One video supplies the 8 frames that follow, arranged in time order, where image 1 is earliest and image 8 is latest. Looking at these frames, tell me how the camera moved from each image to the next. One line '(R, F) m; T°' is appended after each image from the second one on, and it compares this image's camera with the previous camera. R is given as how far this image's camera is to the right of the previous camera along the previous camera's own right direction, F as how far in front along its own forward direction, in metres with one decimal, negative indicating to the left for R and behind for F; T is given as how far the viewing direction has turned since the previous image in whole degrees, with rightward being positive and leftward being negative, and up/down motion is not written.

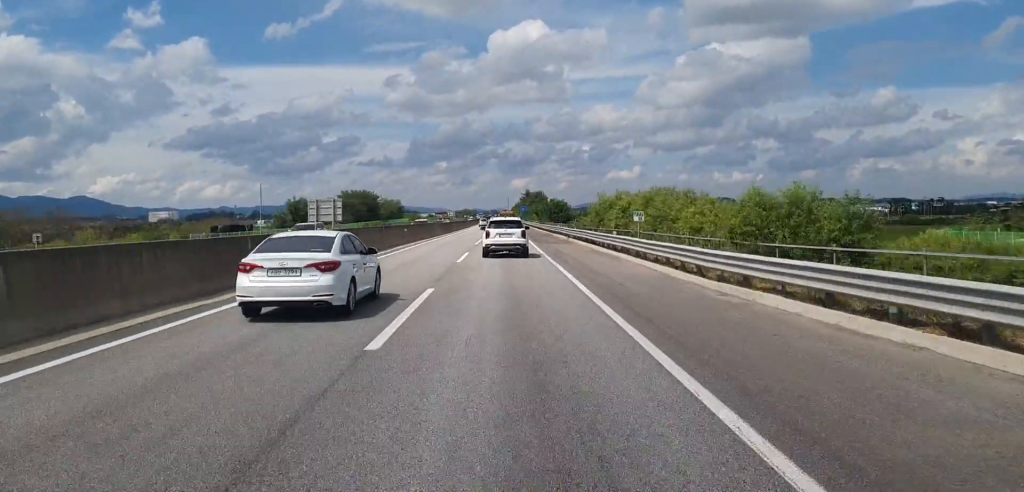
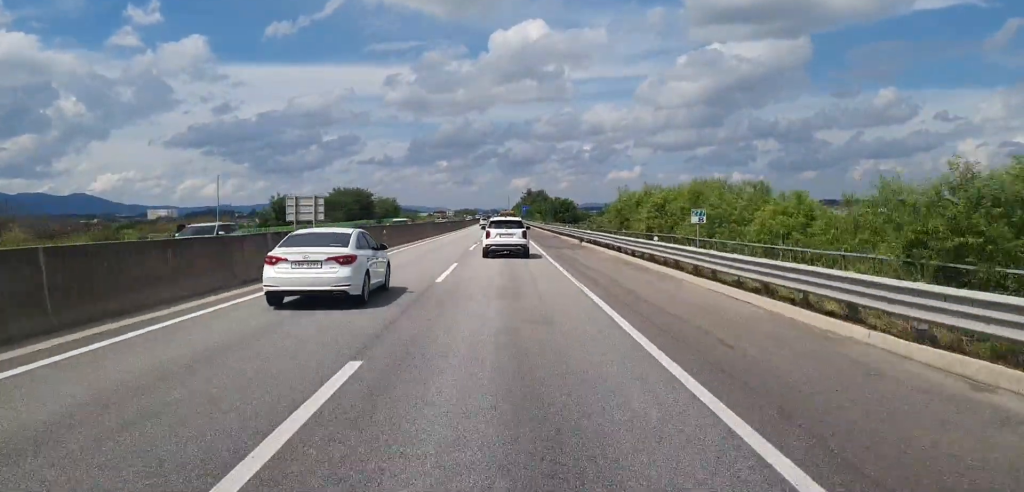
(-0.1, +9.5) m; 0°
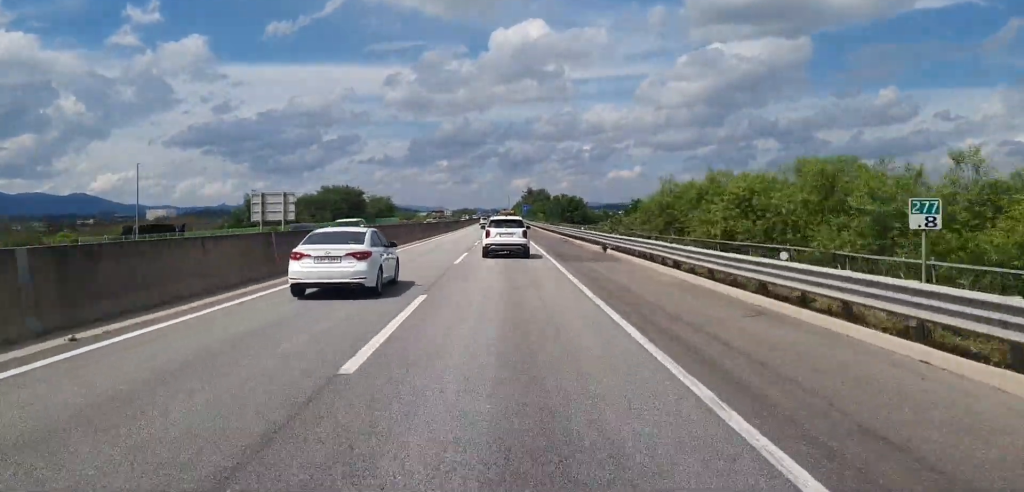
(0.0, +11.9) m; 0°
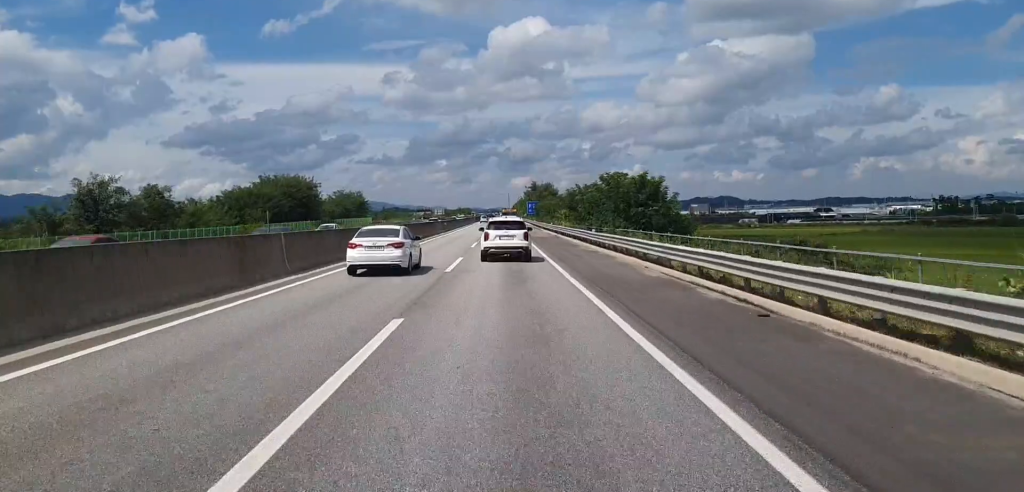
(0.0, +43.3) m; +1°
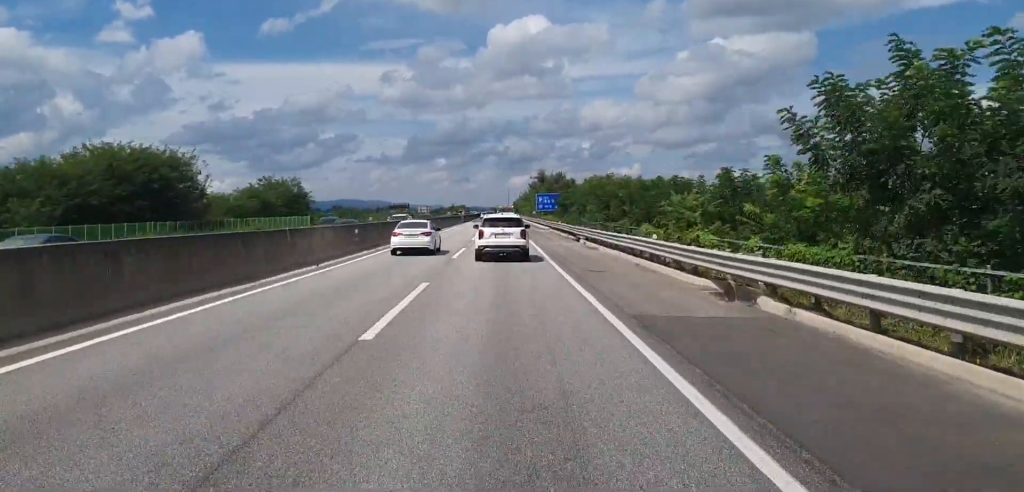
(-0.1, +54.3) m; -1°
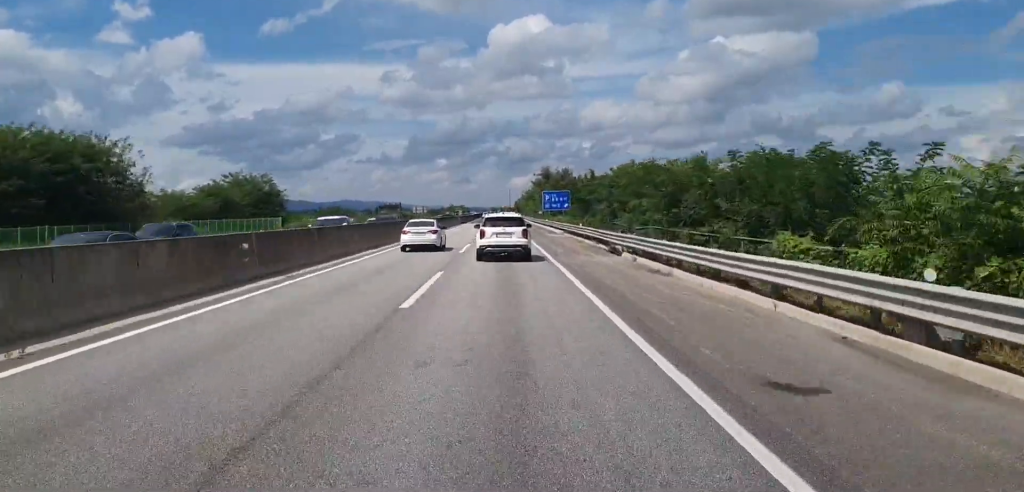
(0.0, +16.1) m; 0°
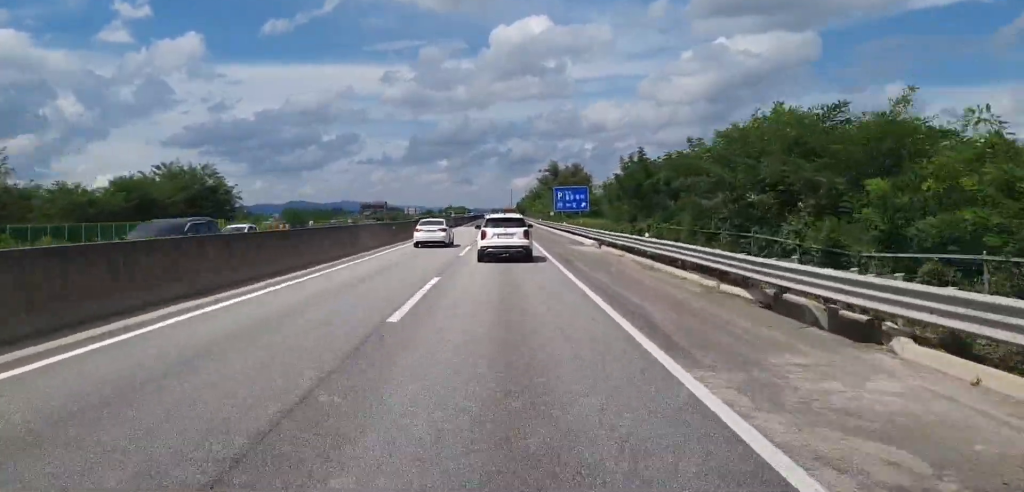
(-0.2, +21.8) m; 0°
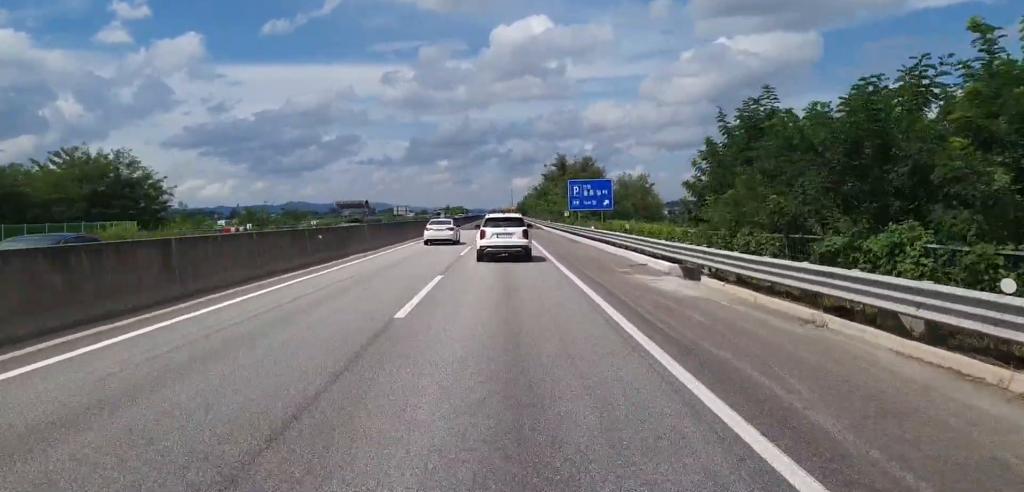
(+0.1, +18.7) m; +1°
